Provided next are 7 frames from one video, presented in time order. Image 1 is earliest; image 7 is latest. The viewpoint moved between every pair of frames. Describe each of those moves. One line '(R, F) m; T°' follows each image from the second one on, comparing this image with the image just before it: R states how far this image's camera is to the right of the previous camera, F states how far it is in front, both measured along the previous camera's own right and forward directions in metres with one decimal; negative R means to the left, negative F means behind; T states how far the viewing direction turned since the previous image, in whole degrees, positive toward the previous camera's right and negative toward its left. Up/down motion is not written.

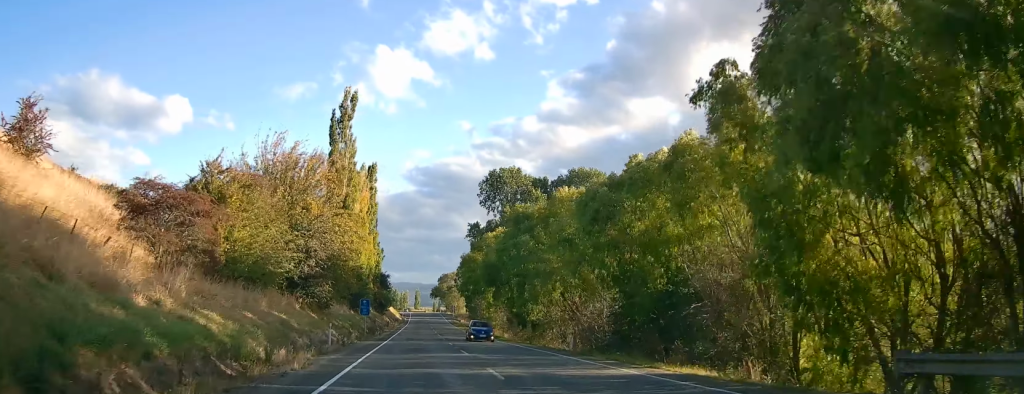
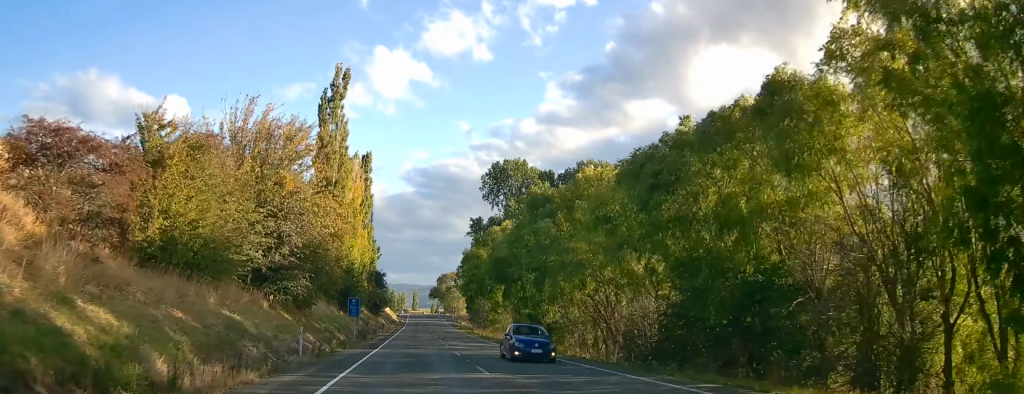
(0.0, +7.9) m; 0°
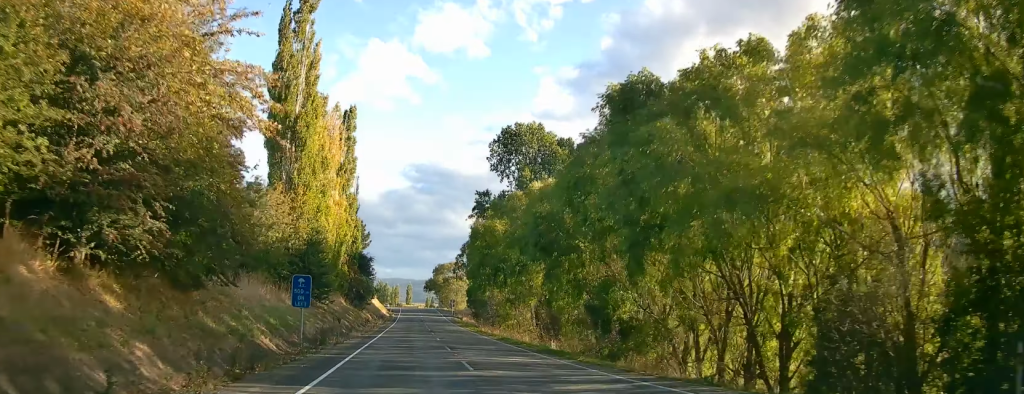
(0.0, +19.5) m; 0°
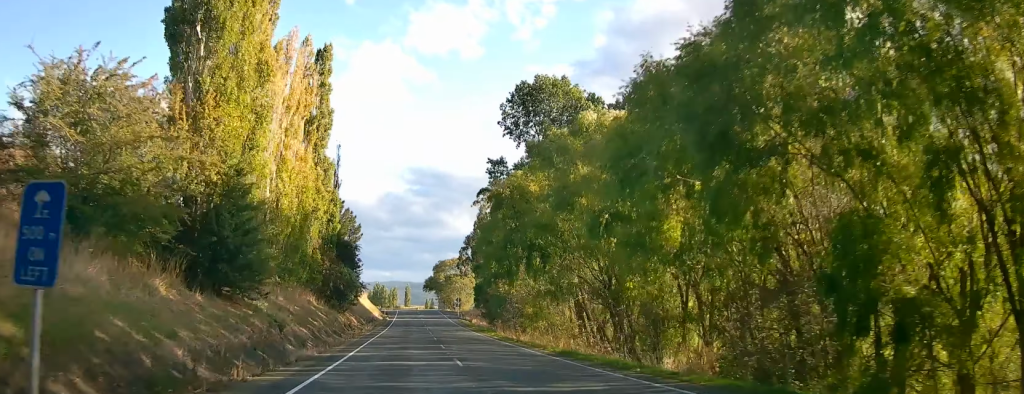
(-0.1, +19.4) m; 0°
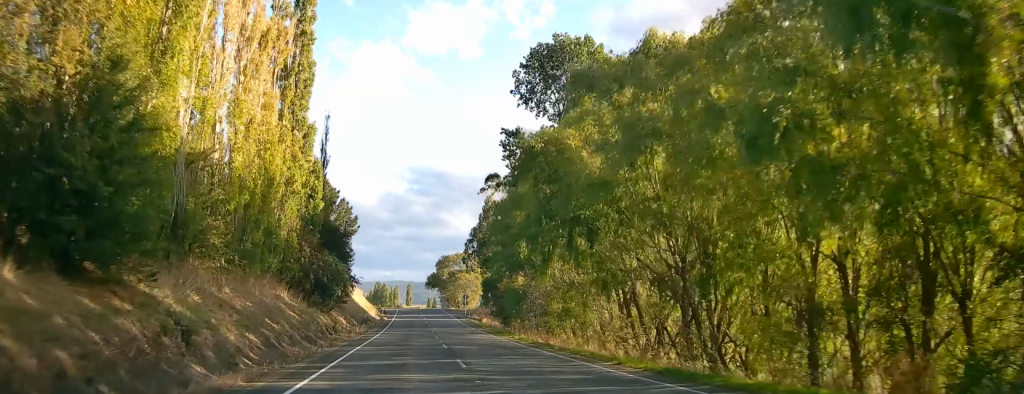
(0.0, +11.2) m; +1°
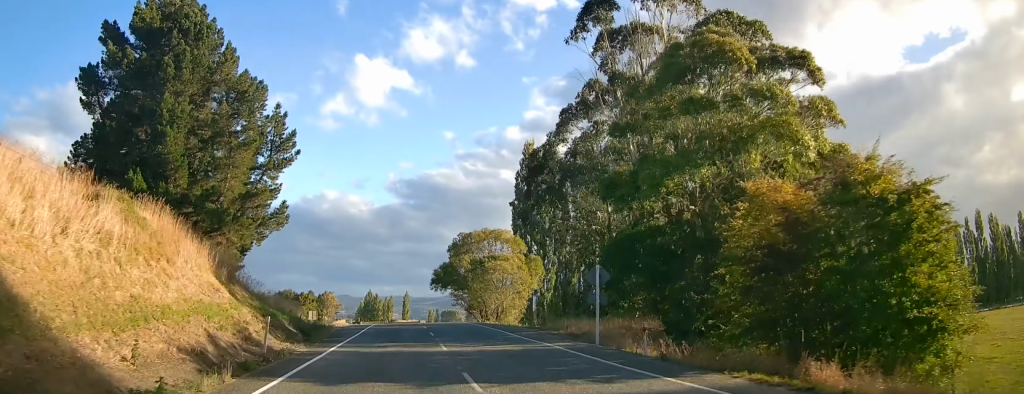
(+0.5, +65.5) m; -2°
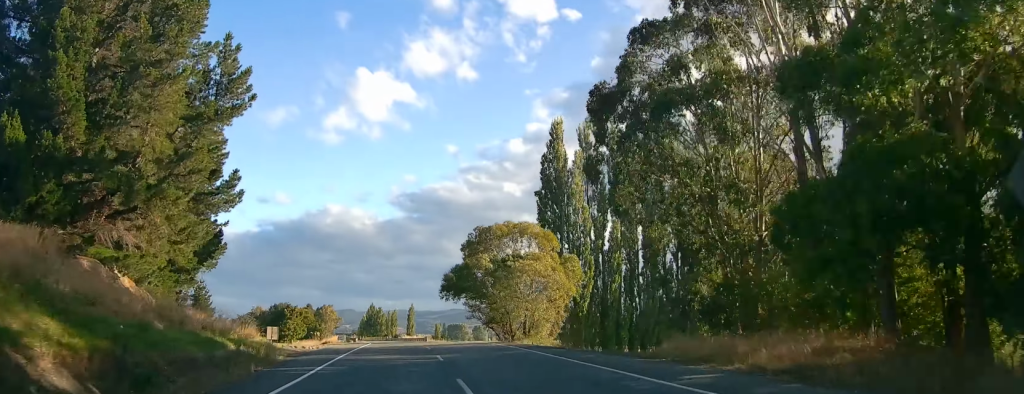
(0.0, +19.4) m; +2°
